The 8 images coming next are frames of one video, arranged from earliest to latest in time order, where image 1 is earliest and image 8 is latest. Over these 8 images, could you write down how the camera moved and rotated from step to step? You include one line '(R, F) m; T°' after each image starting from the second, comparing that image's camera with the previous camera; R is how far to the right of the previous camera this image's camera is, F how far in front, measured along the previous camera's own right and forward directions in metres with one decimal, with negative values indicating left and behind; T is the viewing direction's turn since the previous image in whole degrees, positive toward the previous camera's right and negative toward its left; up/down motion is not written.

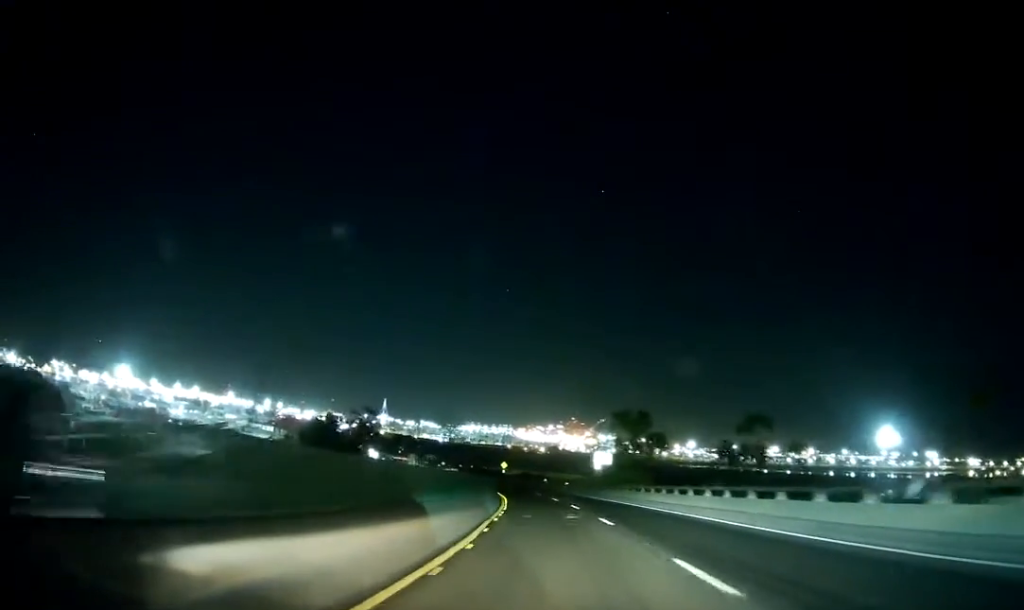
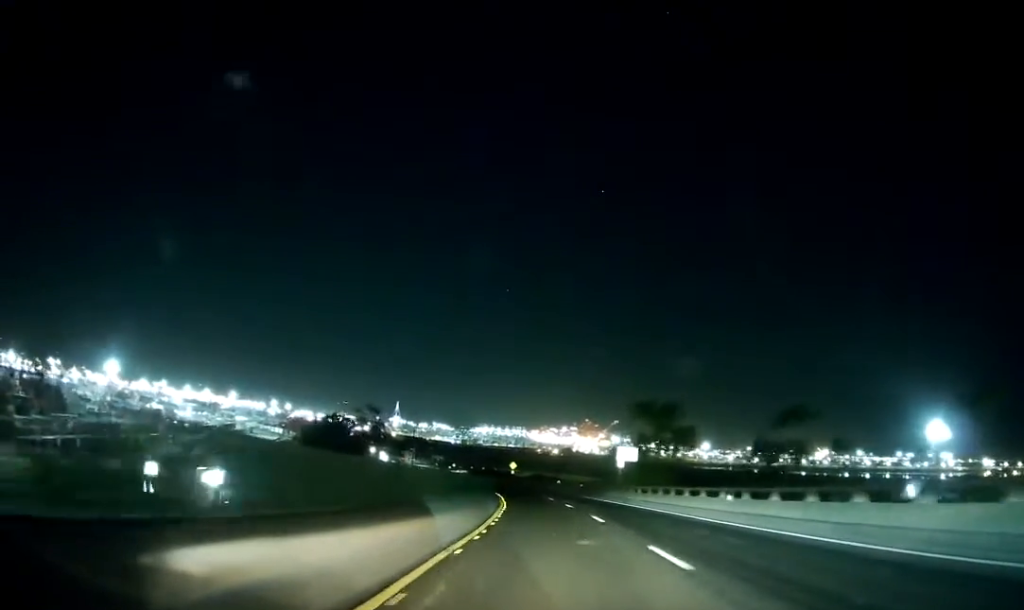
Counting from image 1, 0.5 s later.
(-0.2, +11.9) m; -1°
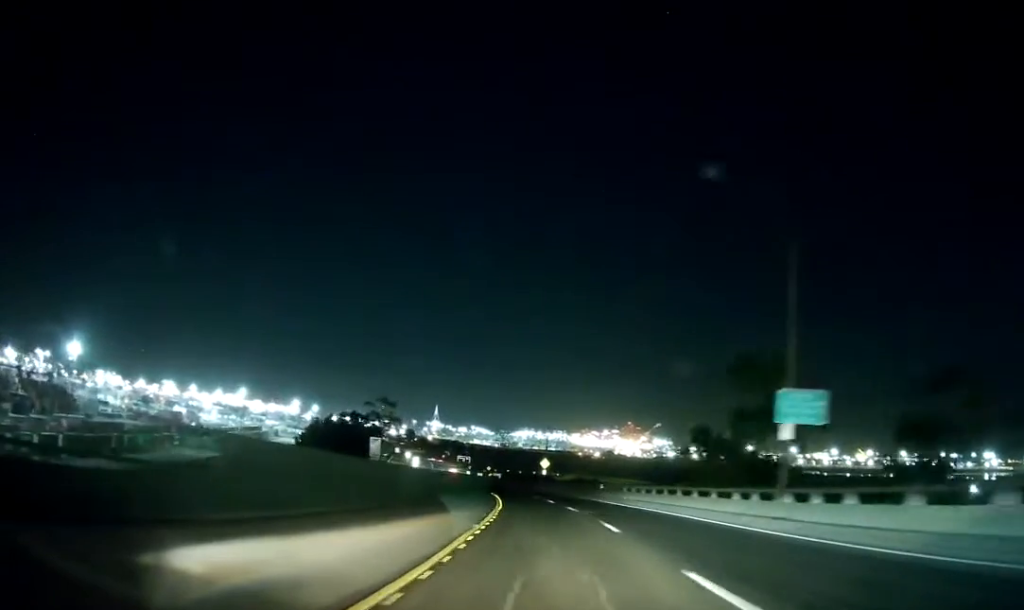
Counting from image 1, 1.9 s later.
(-0.9, +32.5) m; -2°
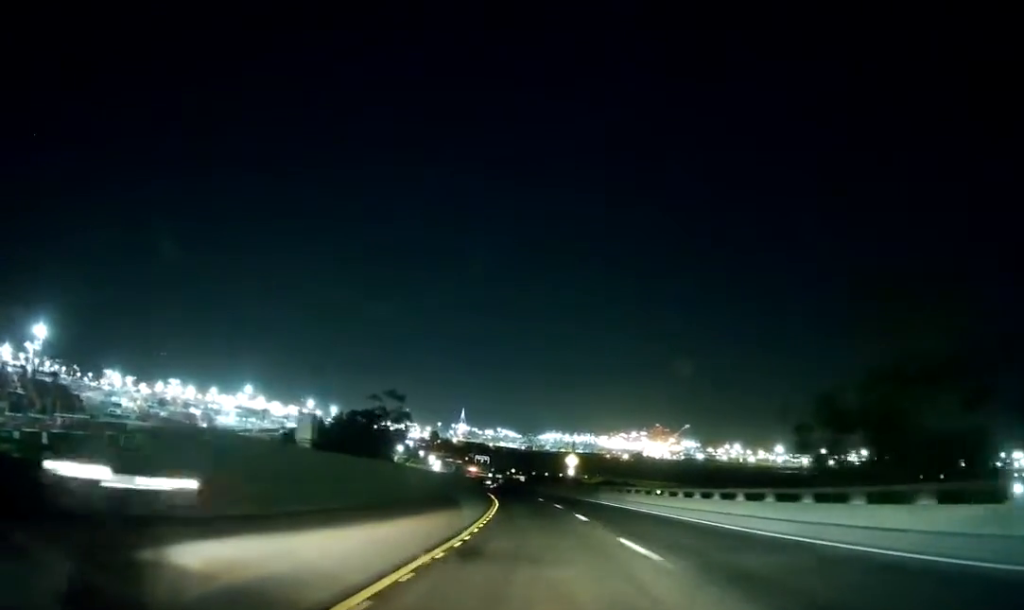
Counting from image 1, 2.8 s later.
(0.0, +22.2) m; -2°
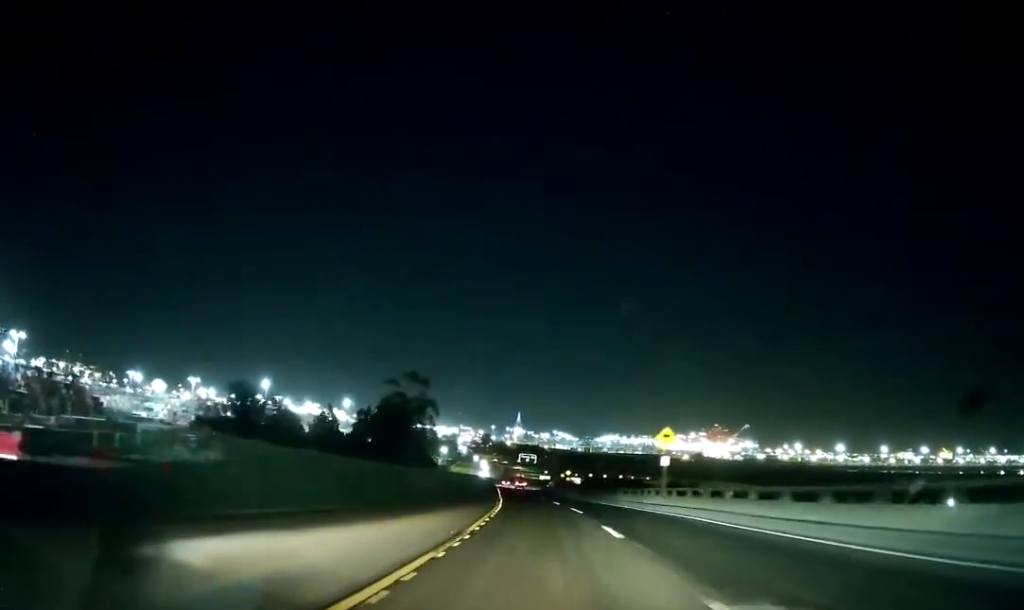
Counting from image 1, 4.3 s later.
(-1.5, +35.7) m; -4°
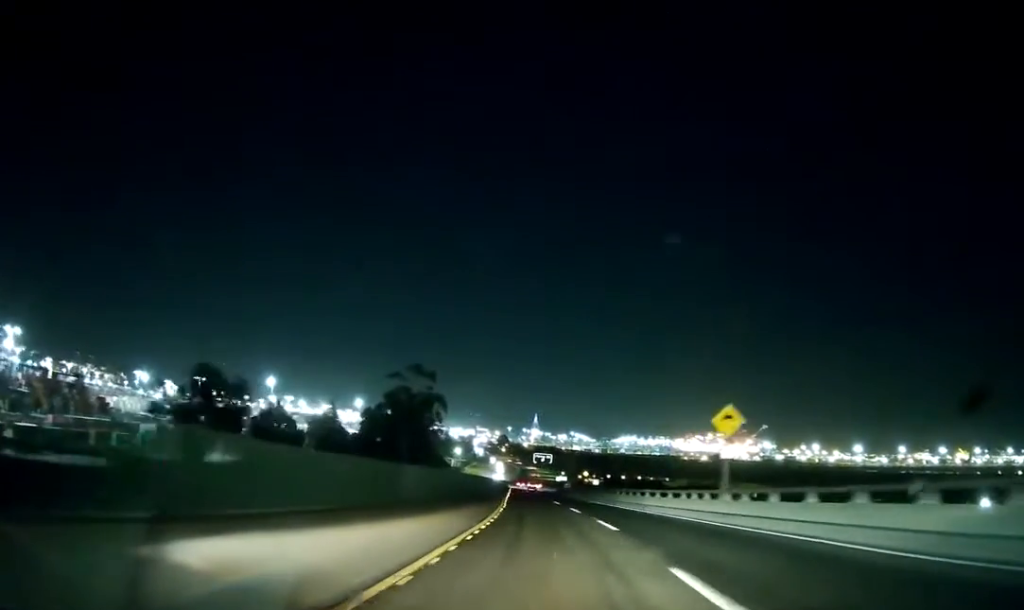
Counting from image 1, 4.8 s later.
(+0.1, +11.2) m; -1°
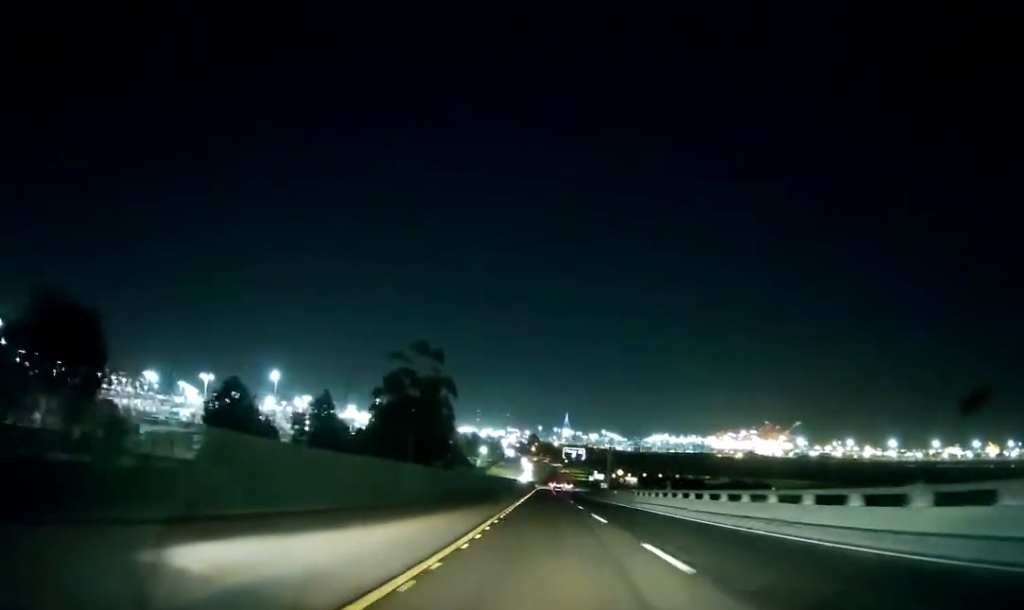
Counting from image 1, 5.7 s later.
(-0.9, +23.4) m; -2°
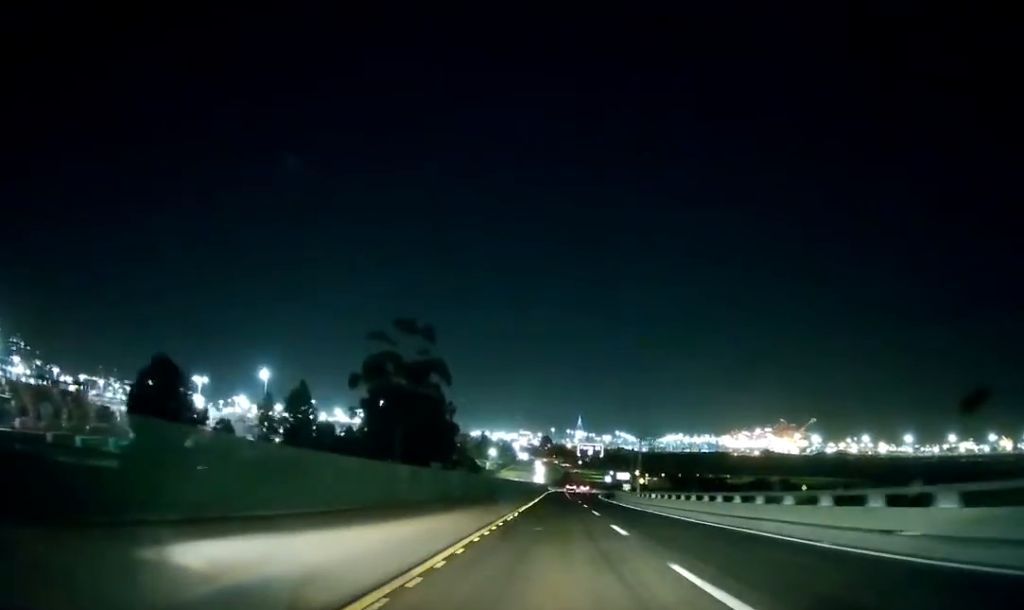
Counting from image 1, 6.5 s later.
(-0.1, +19.5) m; -1°
